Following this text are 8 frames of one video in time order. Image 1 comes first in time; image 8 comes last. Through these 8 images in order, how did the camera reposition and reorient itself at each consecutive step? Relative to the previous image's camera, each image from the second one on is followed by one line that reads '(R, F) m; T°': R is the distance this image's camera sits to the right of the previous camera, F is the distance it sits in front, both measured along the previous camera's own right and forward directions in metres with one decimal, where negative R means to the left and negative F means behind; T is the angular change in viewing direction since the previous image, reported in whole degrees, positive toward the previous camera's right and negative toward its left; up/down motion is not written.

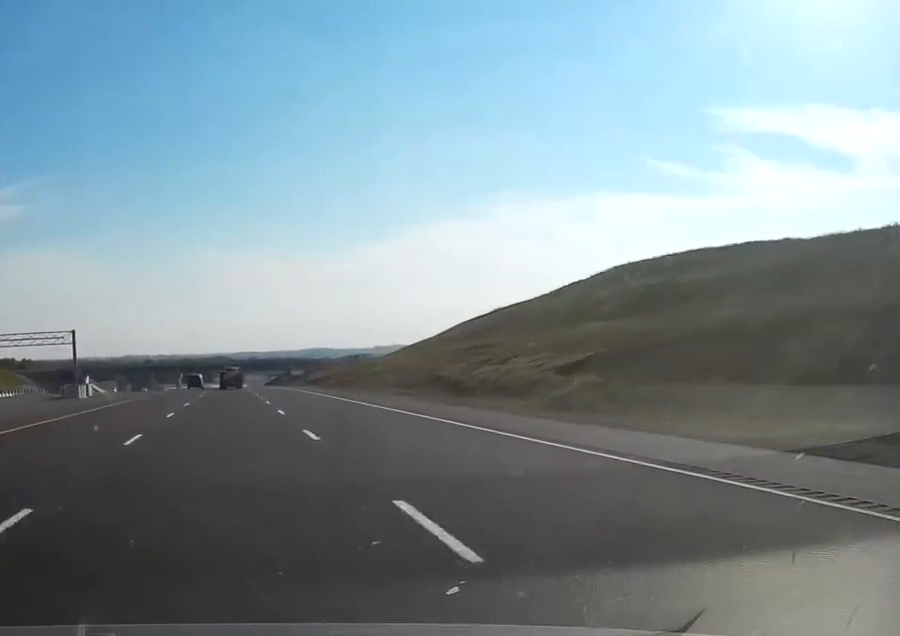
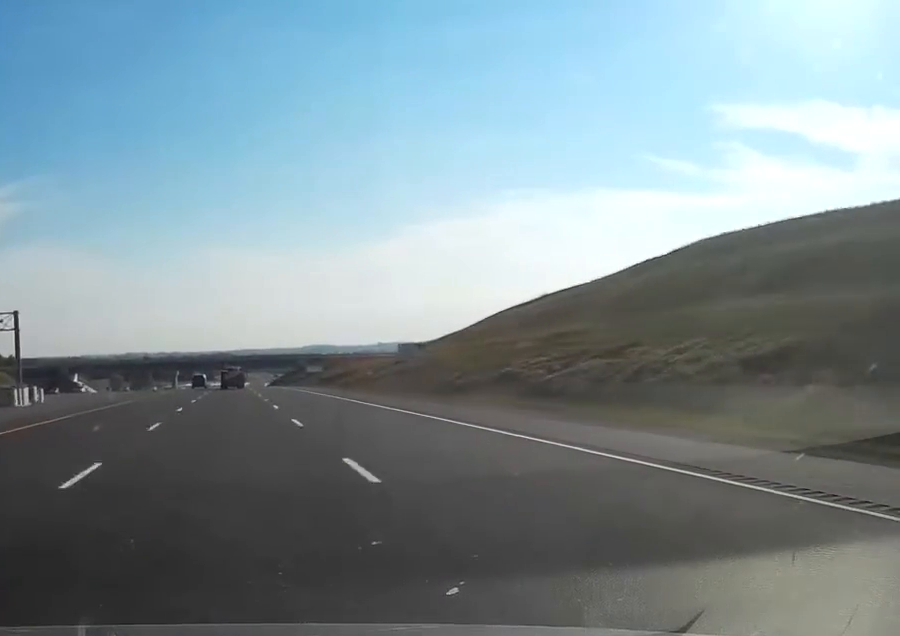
(+0.1, +30.8) m; 0°
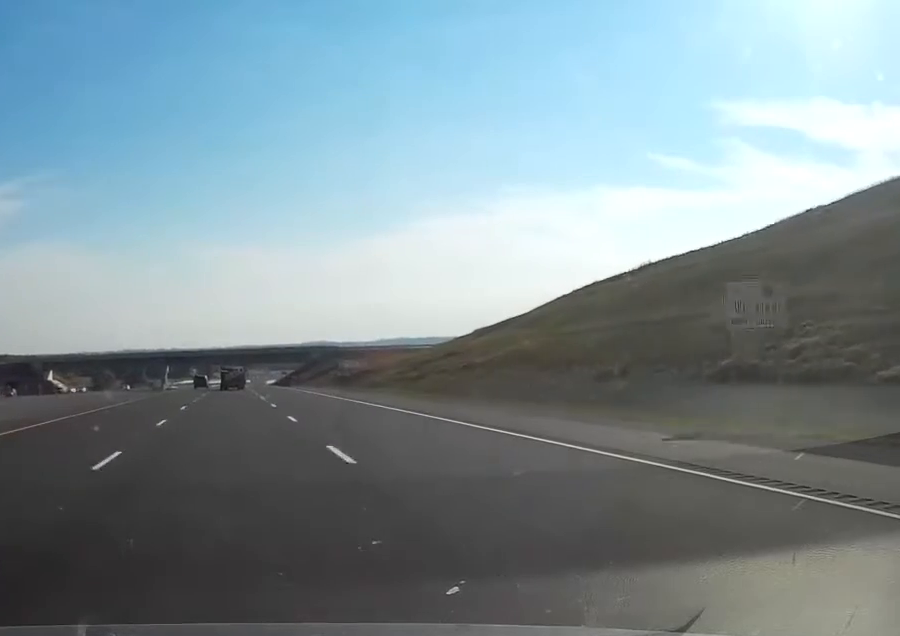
(0.0, +45.8) m; 0°
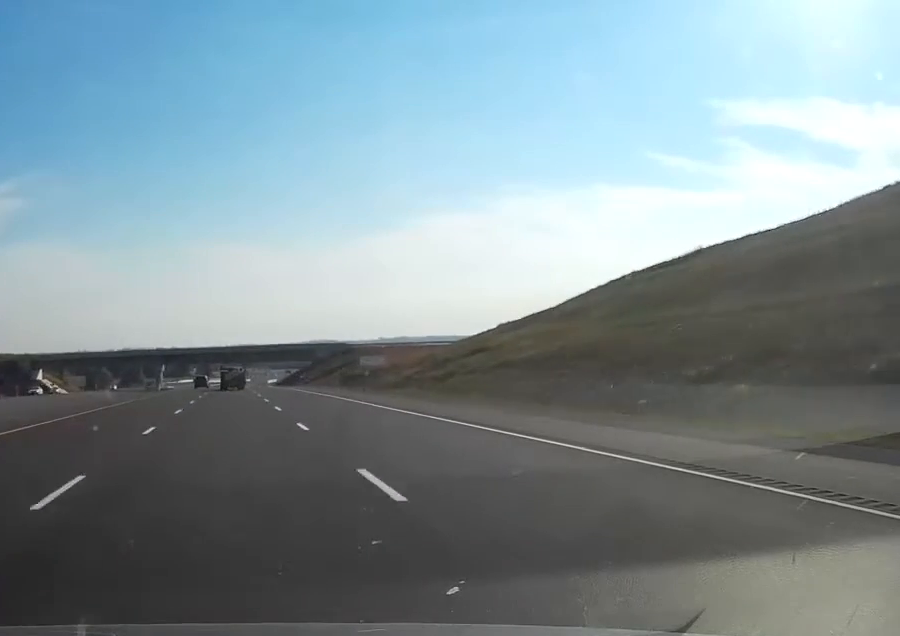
(0.0, +16.0) m; 0°
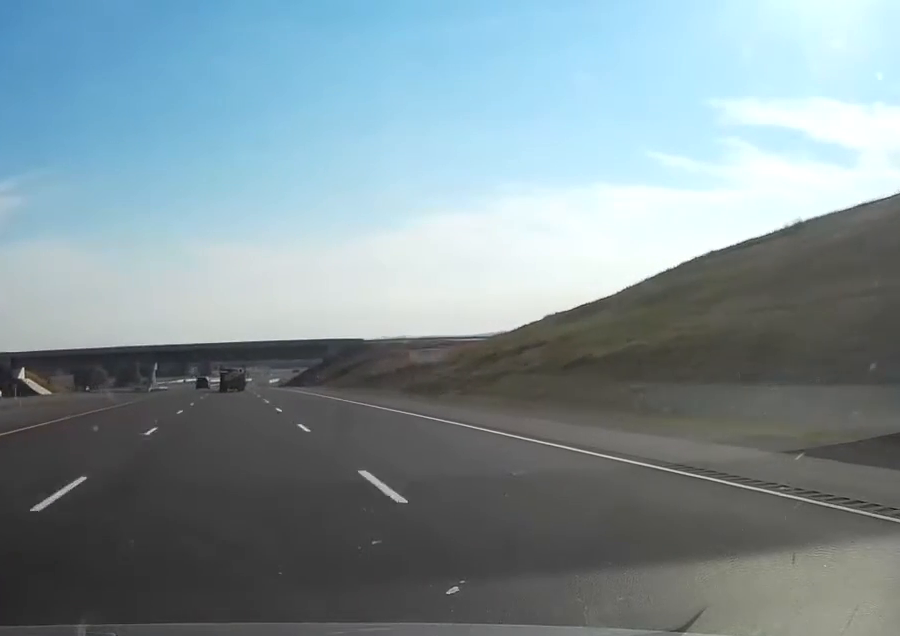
(0.0, +24.0) m; 0°
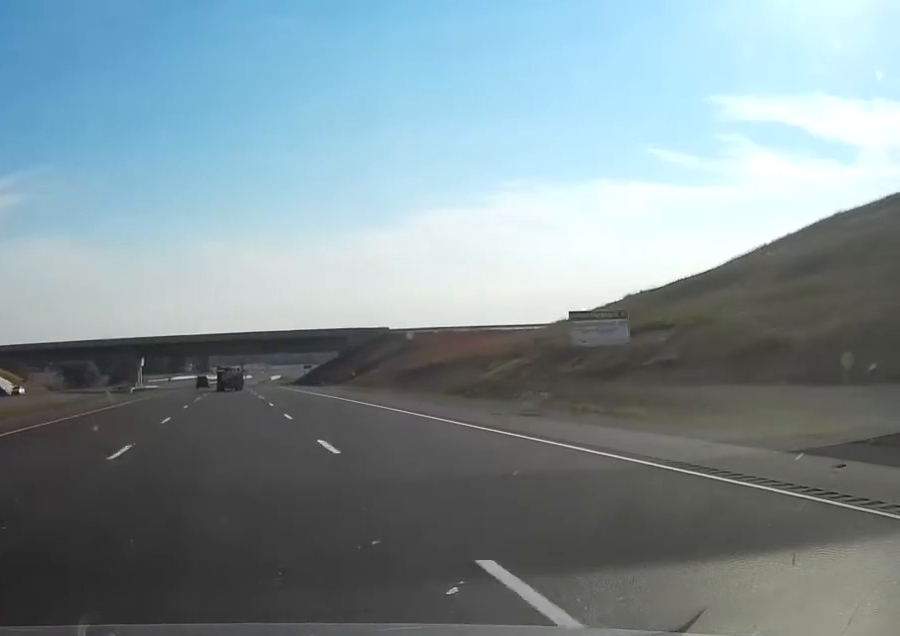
(0.0, +30.1) m; 0°
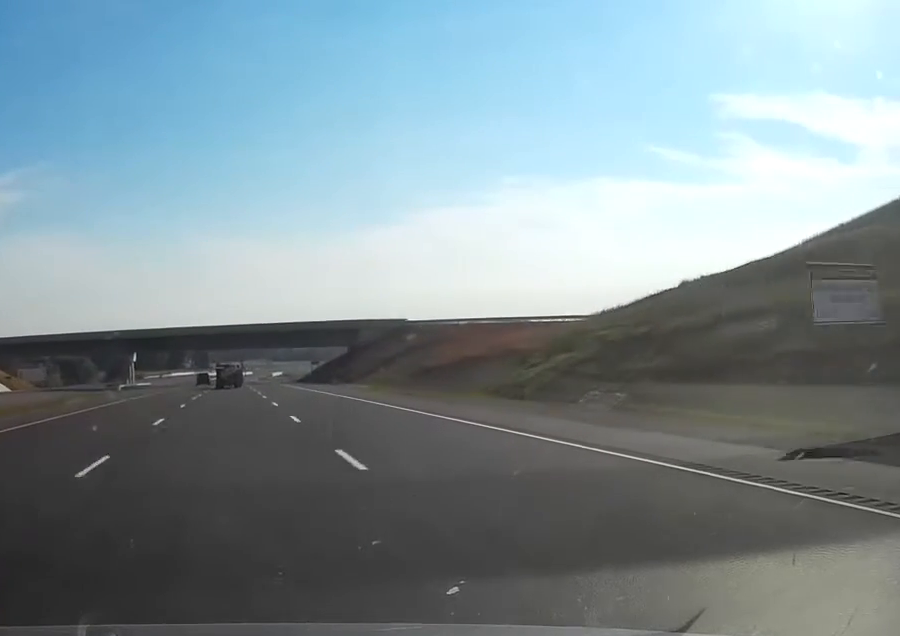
(0.0, +15.1) m; 0°
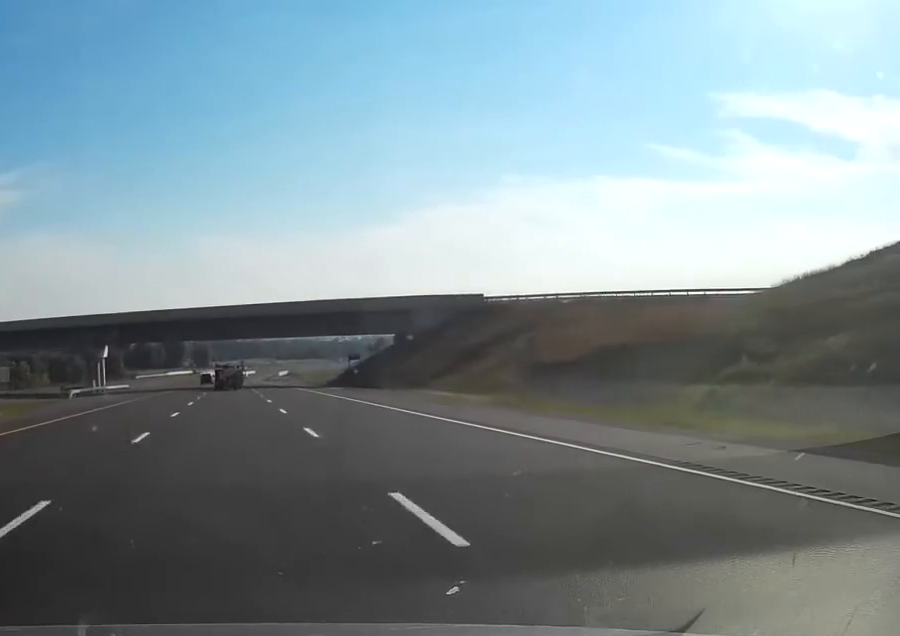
(+0.1, +41.3) m; 0°
